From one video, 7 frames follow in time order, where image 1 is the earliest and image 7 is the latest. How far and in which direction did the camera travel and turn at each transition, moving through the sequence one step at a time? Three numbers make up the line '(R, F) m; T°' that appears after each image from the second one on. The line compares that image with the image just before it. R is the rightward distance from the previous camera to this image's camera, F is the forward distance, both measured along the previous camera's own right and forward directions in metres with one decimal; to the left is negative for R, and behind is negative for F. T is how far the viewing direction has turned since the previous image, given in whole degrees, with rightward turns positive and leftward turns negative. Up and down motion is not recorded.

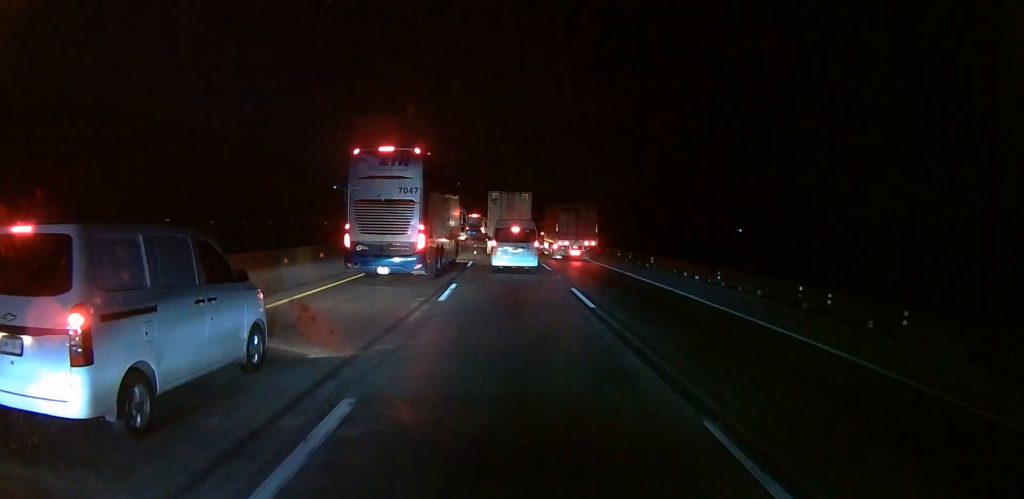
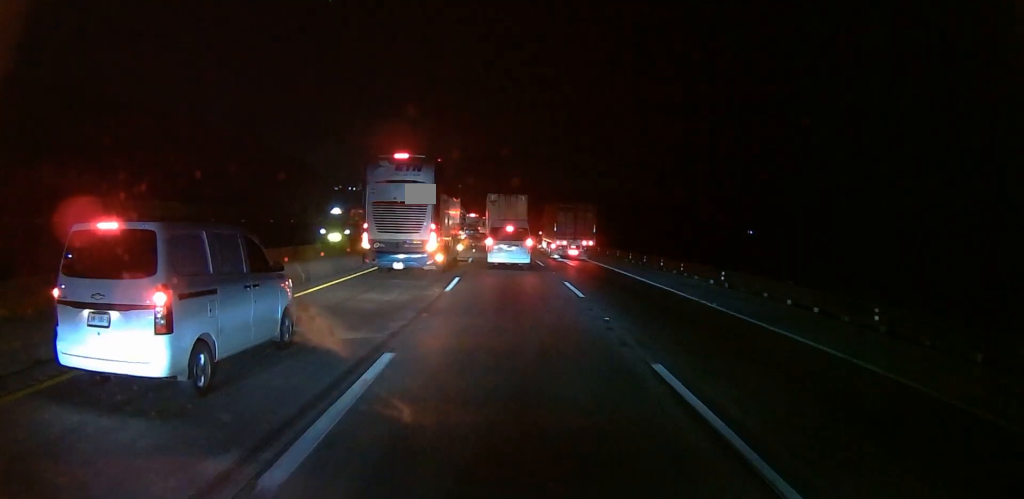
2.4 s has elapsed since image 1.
(-0.3, +11.7) m; -2°
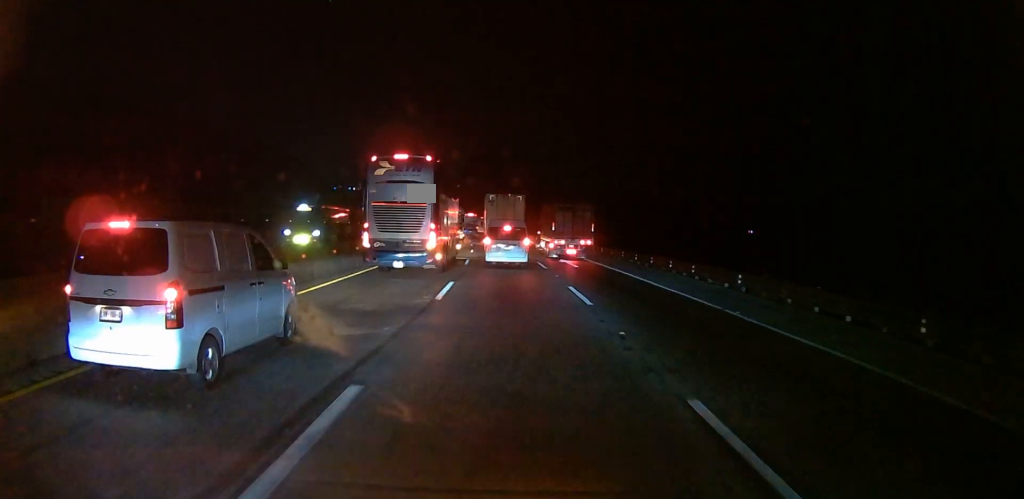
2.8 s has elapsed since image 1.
(0.0, +1.9) m; 0°
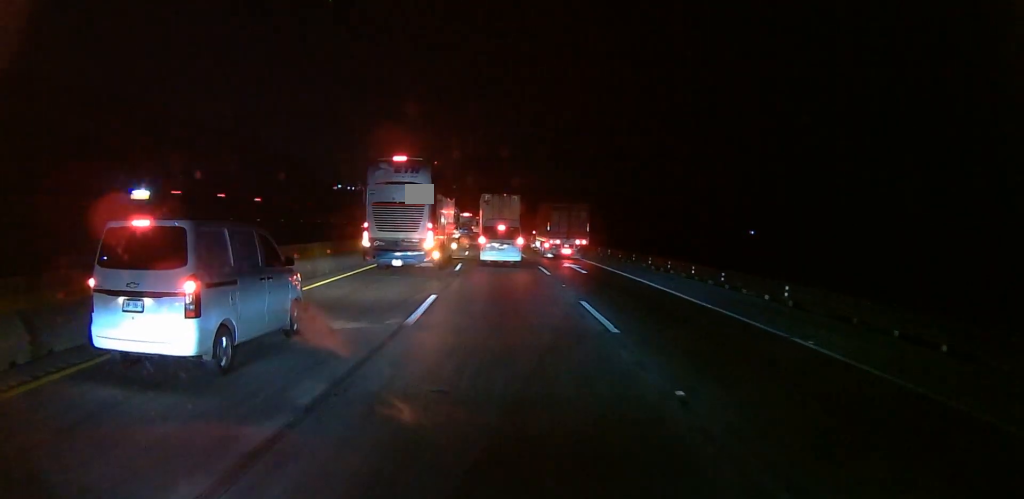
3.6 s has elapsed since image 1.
(0.0, +4.4) m; +1°
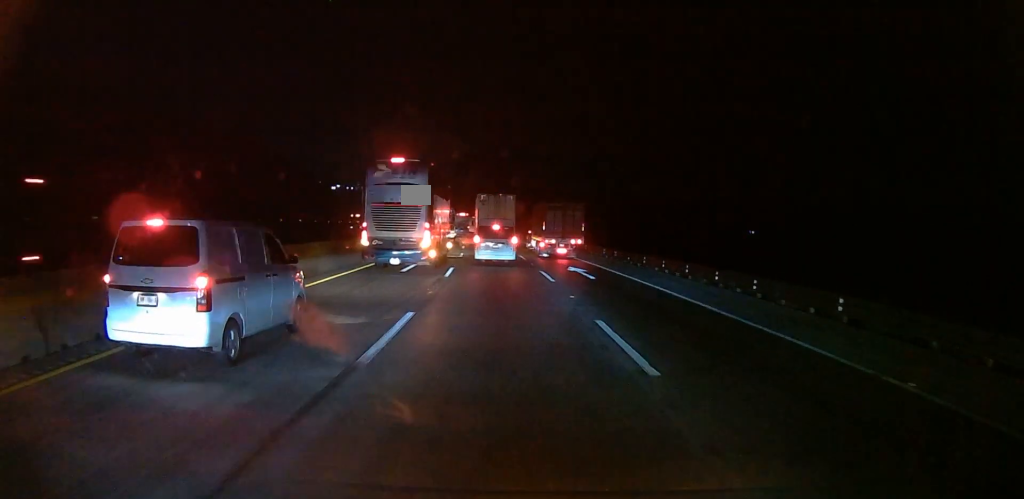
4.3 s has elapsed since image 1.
(0.0, +3.8) m; 0°
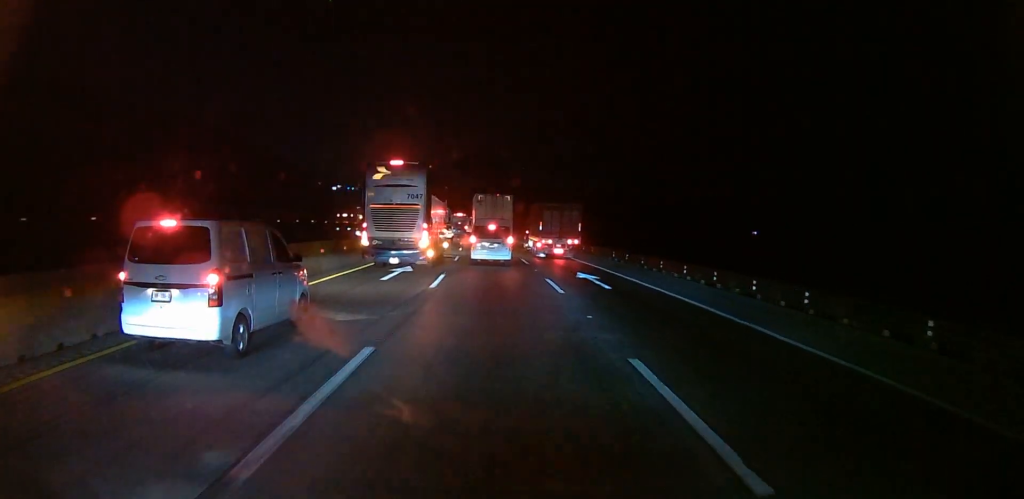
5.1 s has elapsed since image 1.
(0.0, +3.5) m; 0°
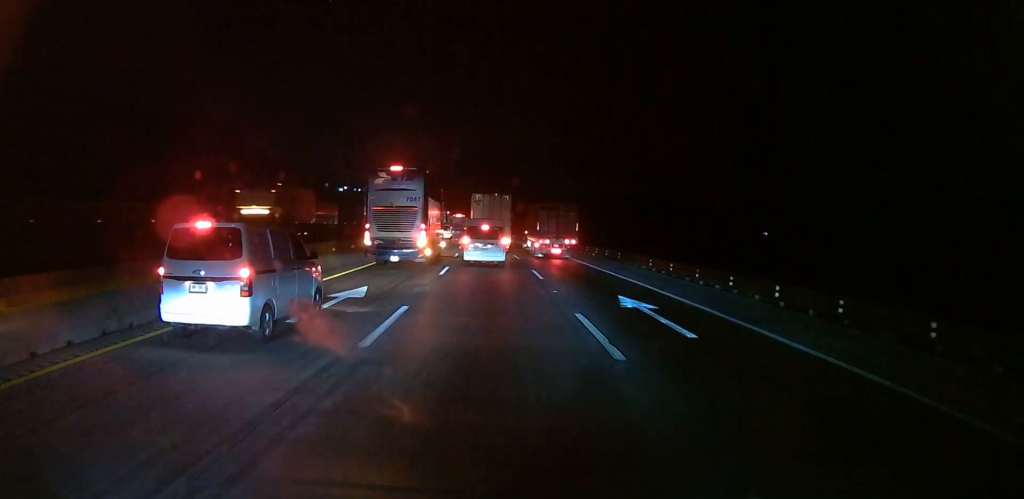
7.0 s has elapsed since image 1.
(-0.1, +8.7) m; -1°
